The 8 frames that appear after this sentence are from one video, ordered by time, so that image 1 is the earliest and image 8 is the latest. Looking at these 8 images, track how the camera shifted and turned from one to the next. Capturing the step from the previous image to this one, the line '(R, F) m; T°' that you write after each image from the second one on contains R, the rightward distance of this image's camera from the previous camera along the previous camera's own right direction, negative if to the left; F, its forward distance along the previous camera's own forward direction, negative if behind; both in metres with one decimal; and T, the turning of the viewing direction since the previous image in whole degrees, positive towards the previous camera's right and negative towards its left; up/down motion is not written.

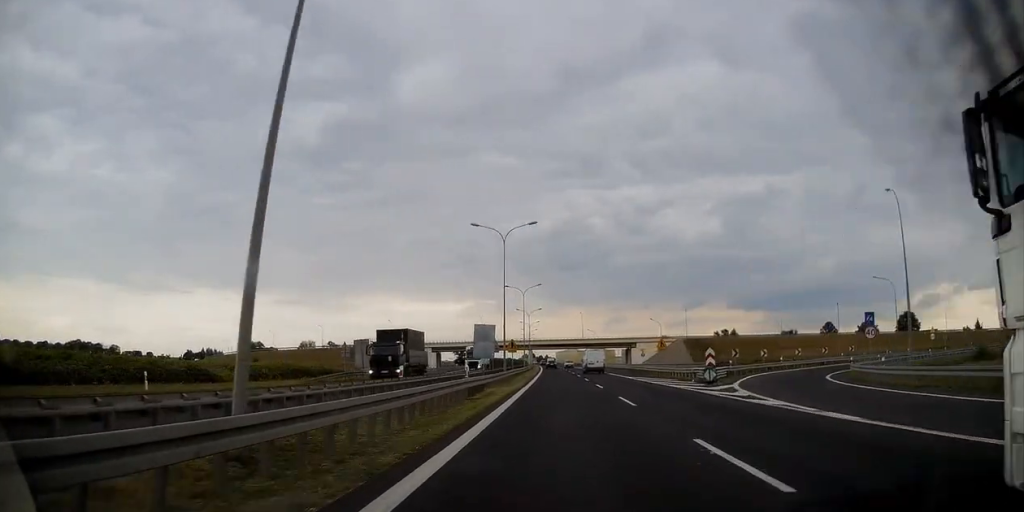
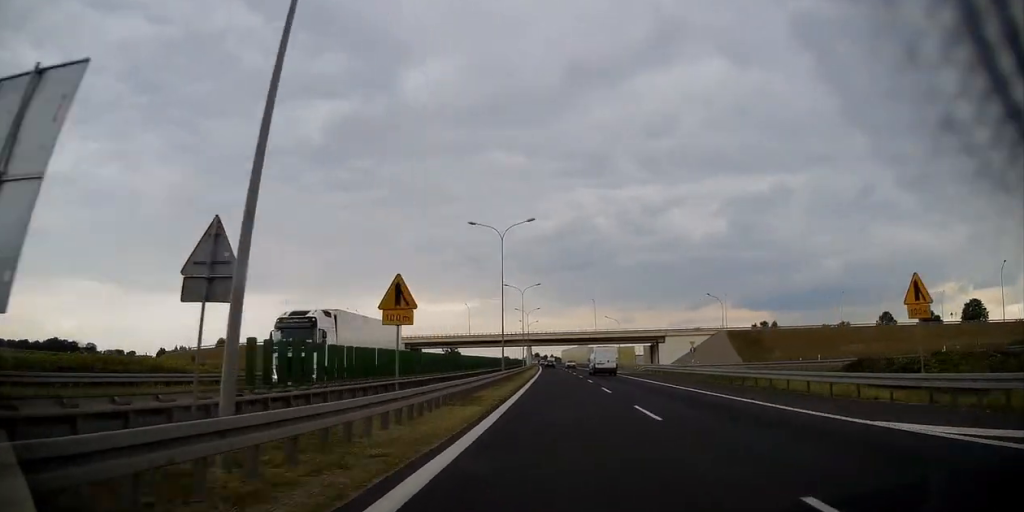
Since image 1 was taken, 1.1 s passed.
(-0.3, +40.5) m; -1°
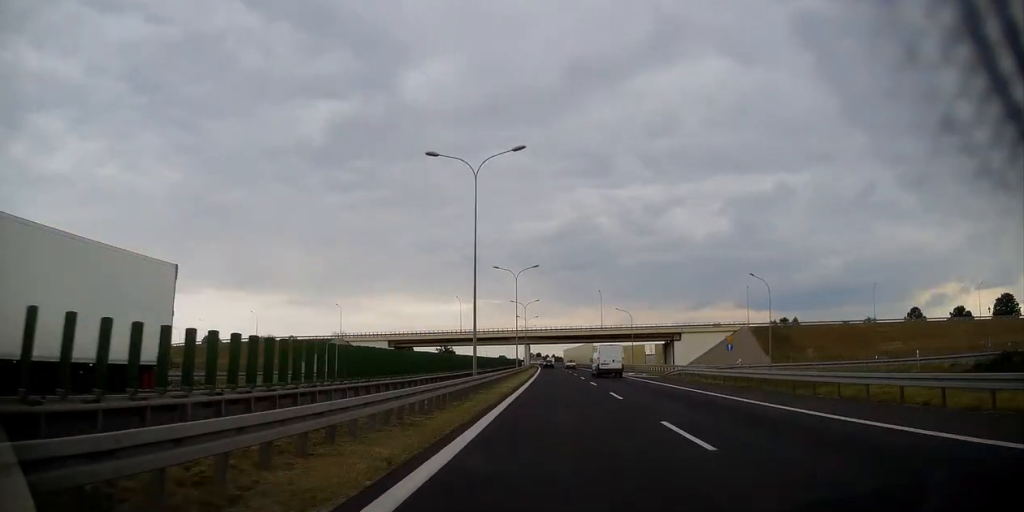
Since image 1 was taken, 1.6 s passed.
(-0.1, +16.7) m; 0°
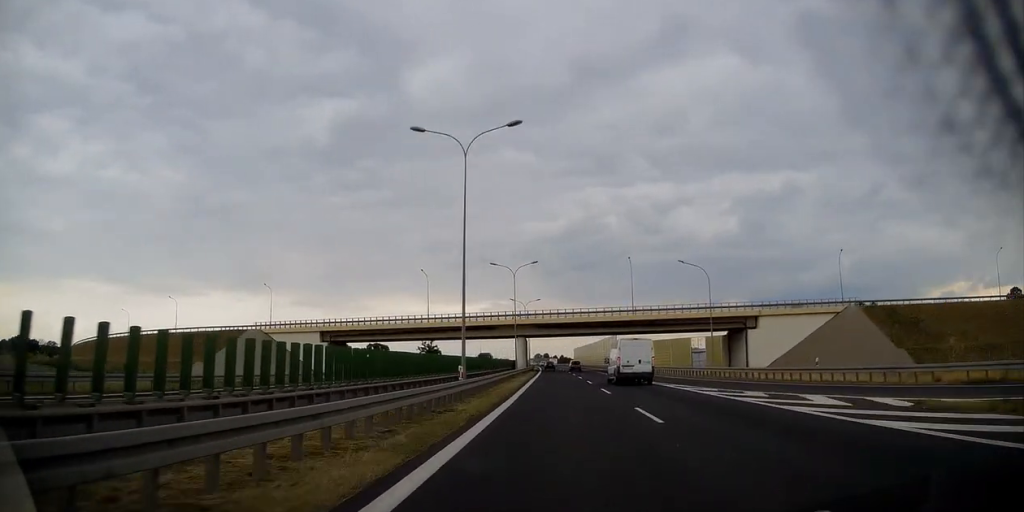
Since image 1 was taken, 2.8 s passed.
(-0.1, +44.1) m; 0°
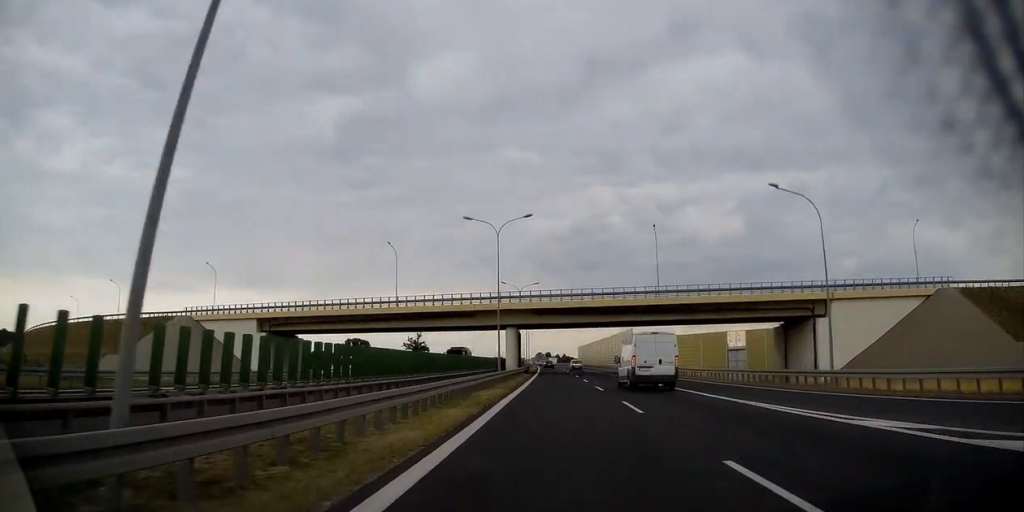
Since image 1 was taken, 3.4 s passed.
(0.0, +21.5) m; 0°
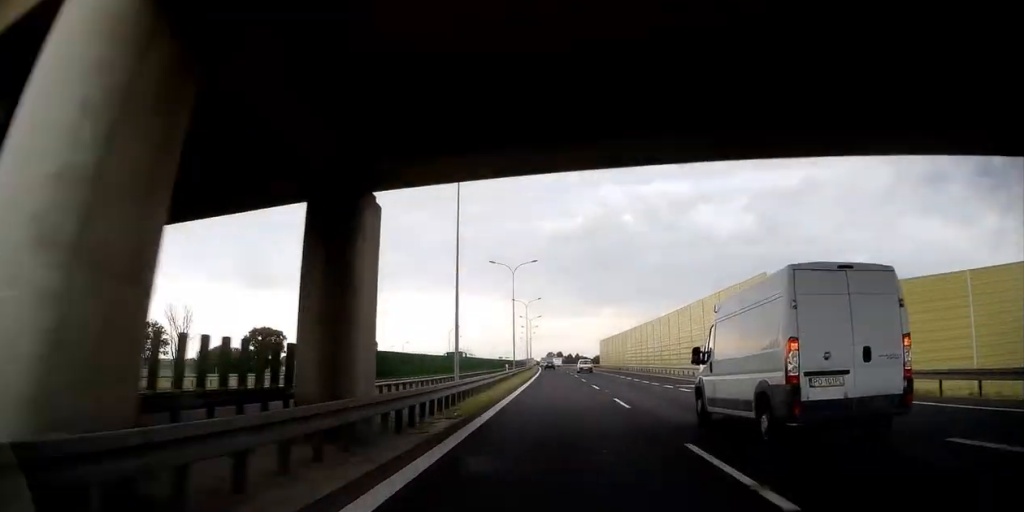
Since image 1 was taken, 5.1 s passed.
(-0.8, +58.6) m; -1°
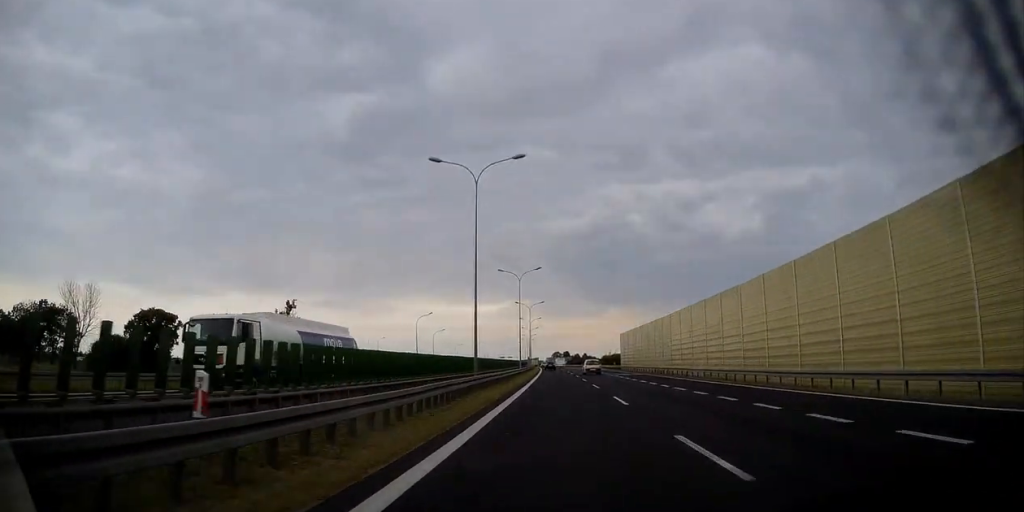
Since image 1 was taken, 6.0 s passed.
(-0.2, +34.9) m; -1°
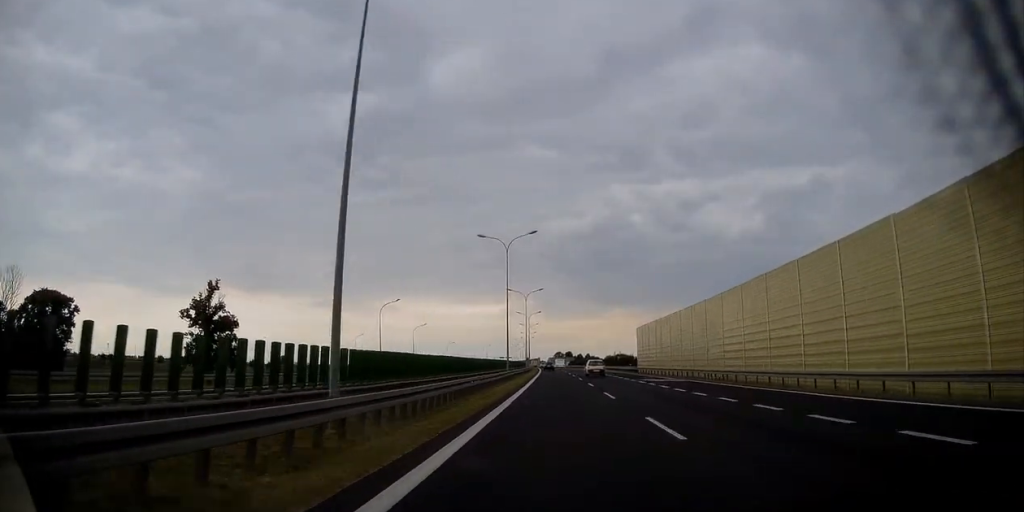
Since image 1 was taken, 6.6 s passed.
(-0.2, +20.4) m; 0°
